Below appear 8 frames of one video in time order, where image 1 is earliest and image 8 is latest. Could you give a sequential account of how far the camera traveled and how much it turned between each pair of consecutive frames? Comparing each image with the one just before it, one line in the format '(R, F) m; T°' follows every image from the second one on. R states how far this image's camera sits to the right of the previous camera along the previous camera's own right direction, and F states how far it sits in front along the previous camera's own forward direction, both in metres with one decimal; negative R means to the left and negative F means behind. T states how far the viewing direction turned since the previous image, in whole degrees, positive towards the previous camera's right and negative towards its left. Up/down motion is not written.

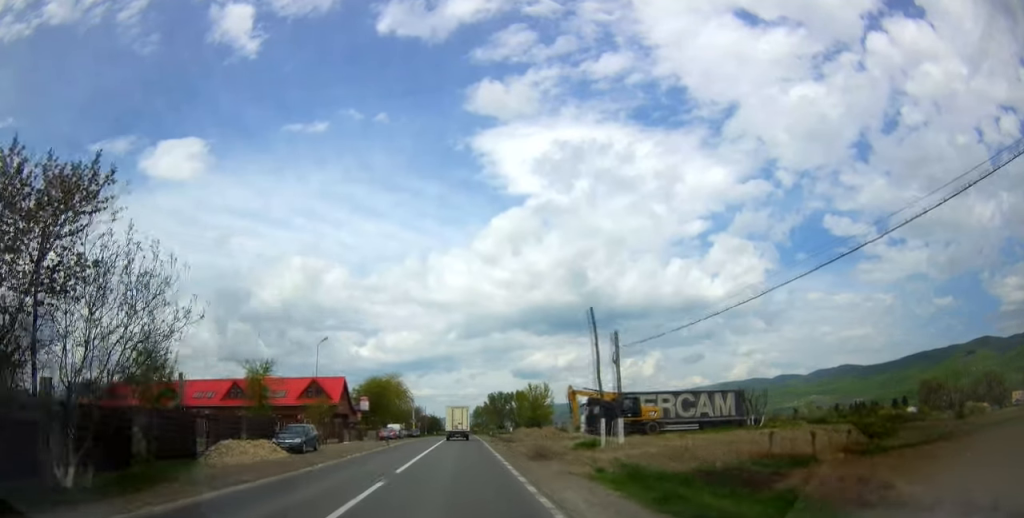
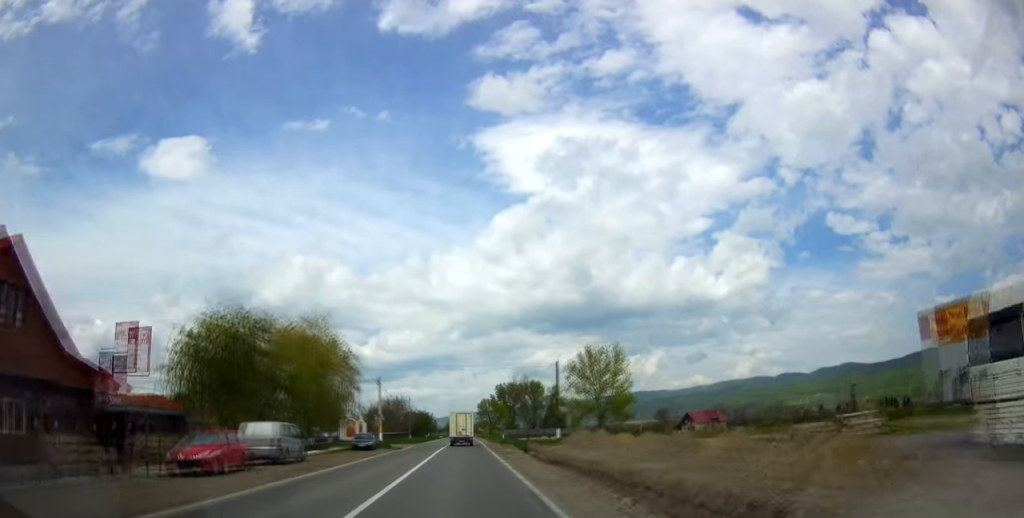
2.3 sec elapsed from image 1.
(-0.8, +48.0) m; -1°
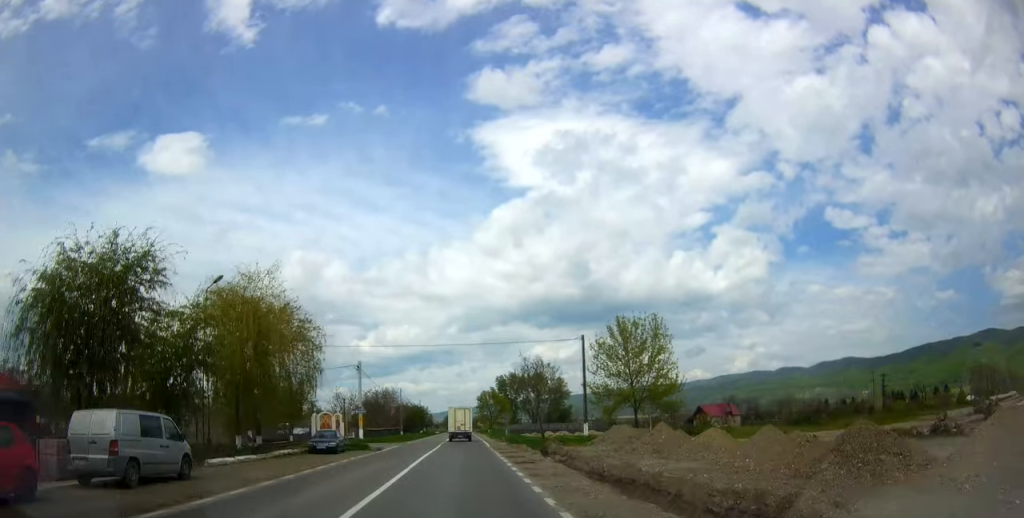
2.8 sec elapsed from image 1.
(+0.3, +12.1) m; 0°
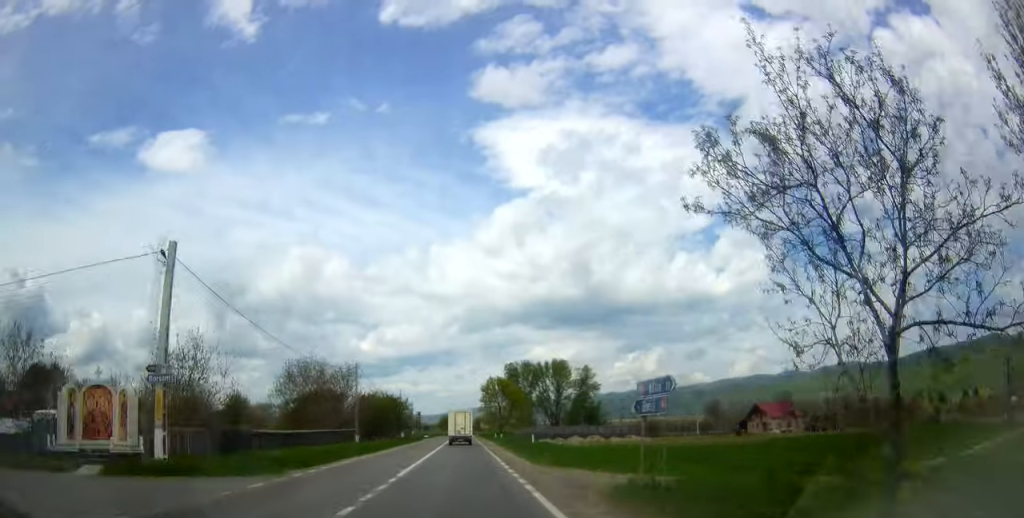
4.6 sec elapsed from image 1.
(-0.1, +38.9) m; 0°
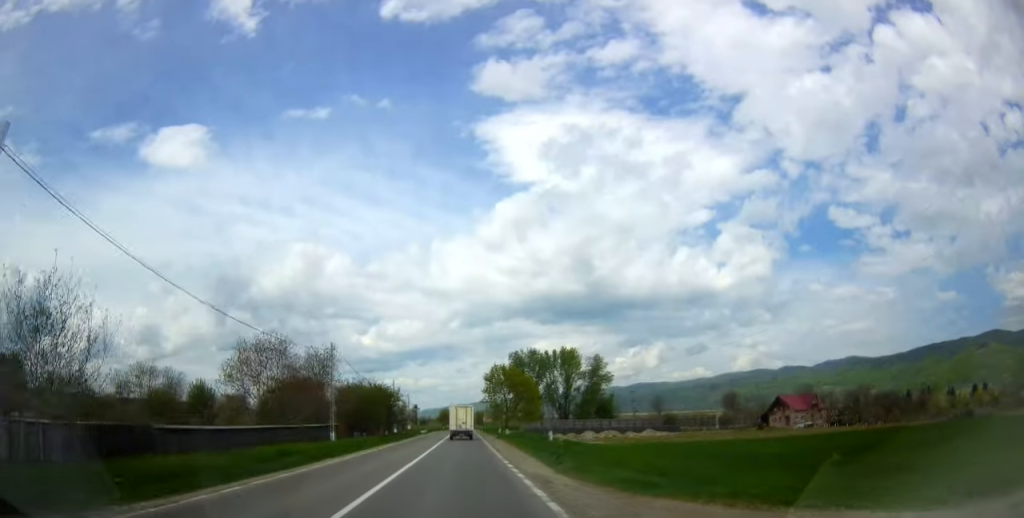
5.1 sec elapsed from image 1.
(+0.3, +10.9) m; 0°
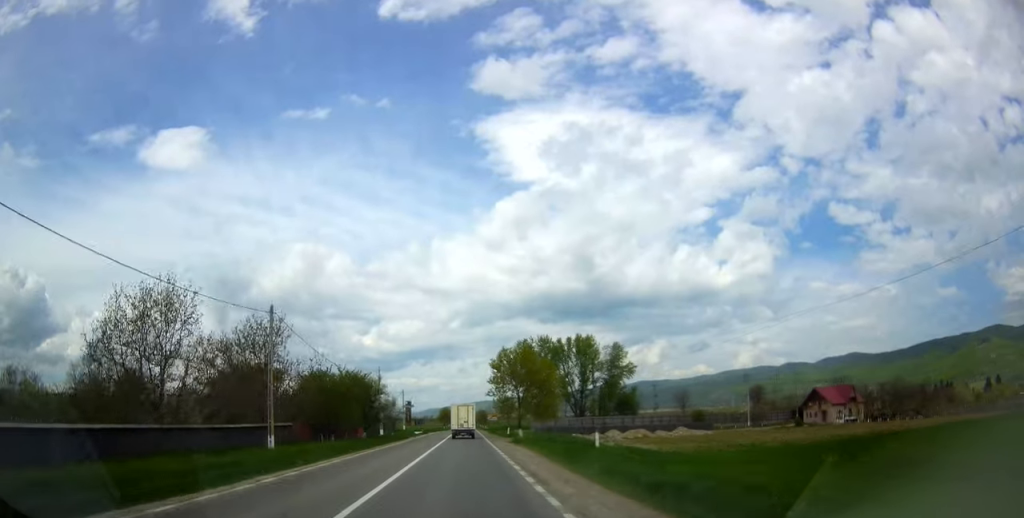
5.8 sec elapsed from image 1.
(-0.1, +15.6) m; 0°
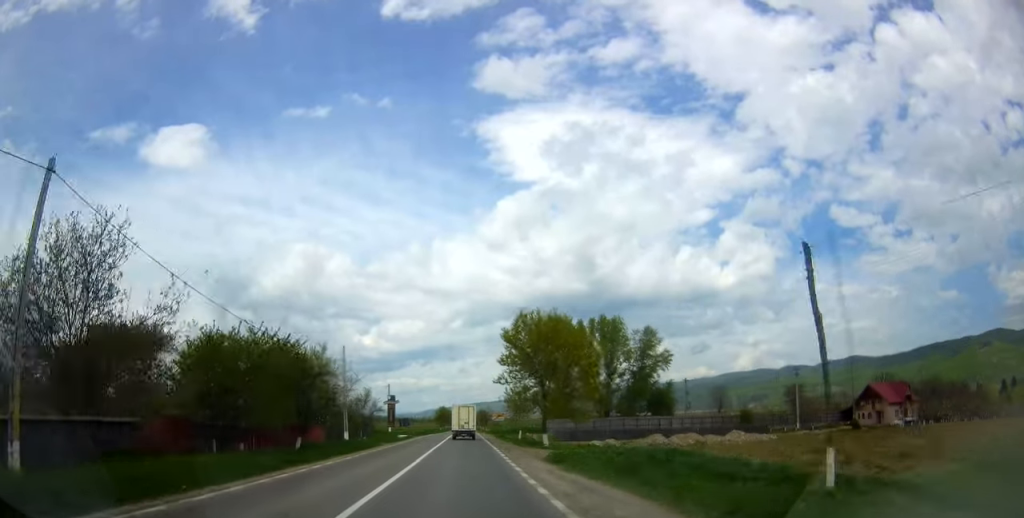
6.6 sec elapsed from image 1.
(-0.2, +20.3) m; 0°
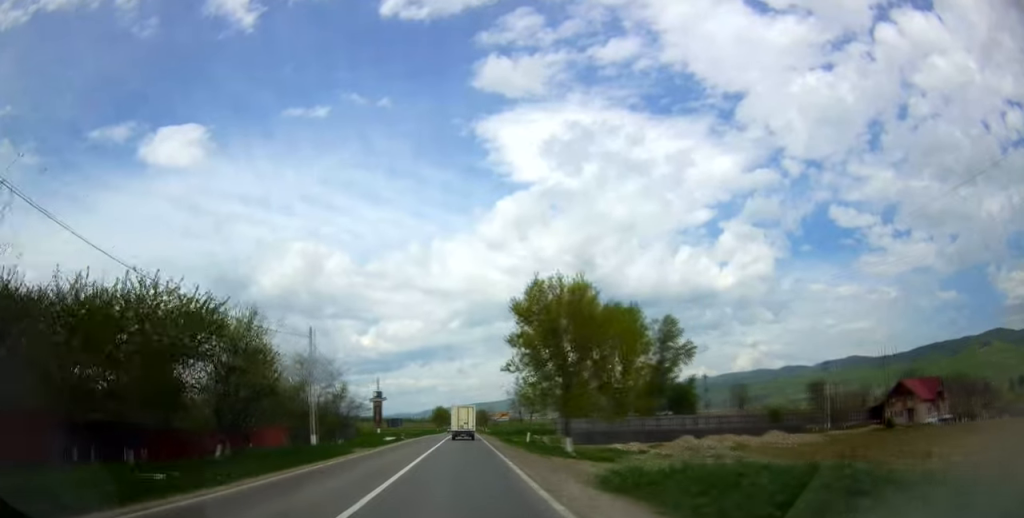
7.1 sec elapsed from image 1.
(+0.1, +10.2) m; 0°
